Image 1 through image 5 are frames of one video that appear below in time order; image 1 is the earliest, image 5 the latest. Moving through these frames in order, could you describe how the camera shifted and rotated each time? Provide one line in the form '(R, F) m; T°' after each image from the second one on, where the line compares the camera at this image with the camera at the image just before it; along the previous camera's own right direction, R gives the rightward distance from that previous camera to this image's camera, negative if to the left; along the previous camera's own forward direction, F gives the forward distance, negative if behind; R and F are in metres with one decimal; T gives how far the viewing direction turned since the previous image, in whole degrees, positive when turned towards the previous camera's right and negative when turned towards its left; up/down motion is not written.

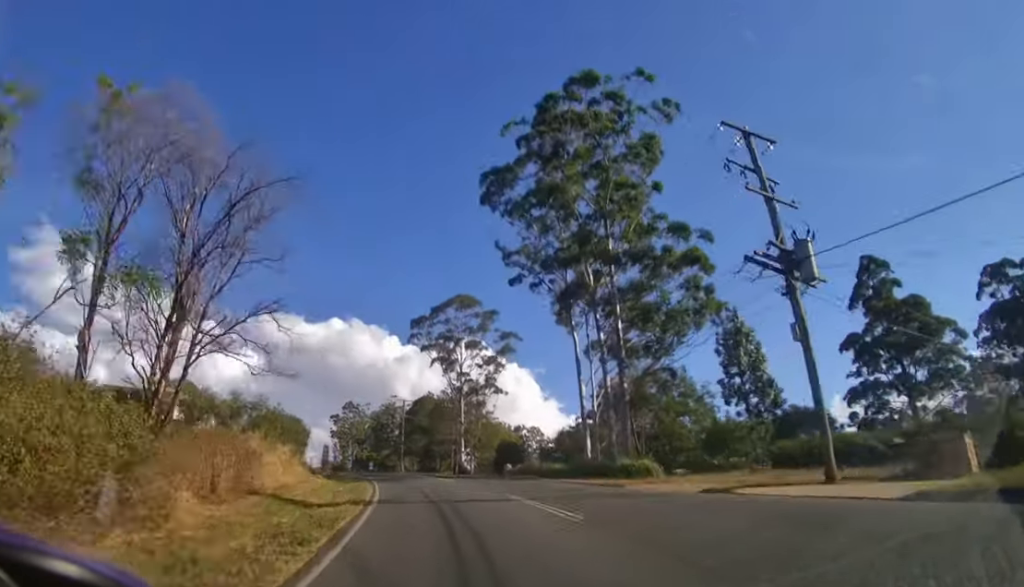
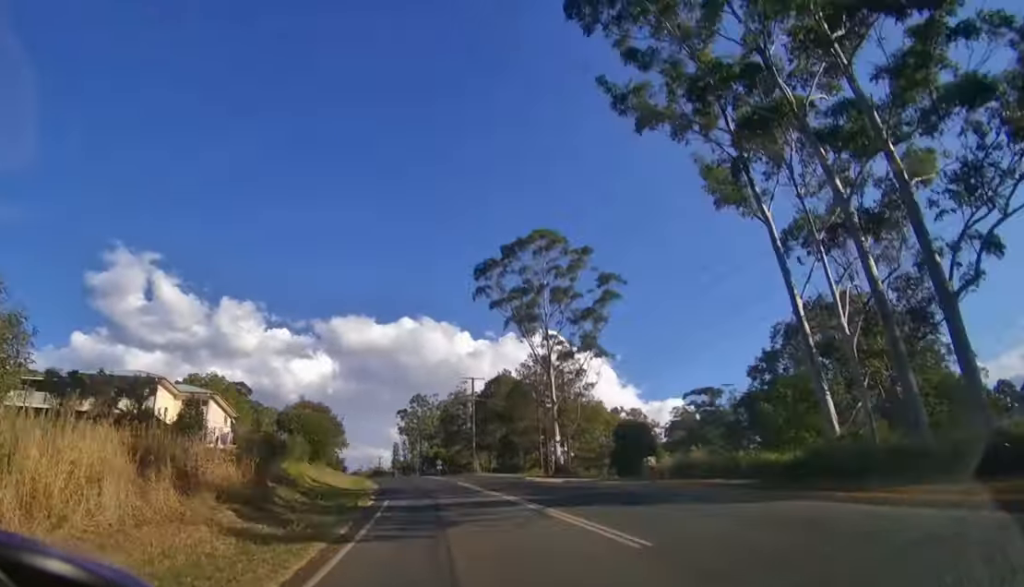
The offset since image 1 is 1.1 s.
(-1.0, +16.6) m; -8°
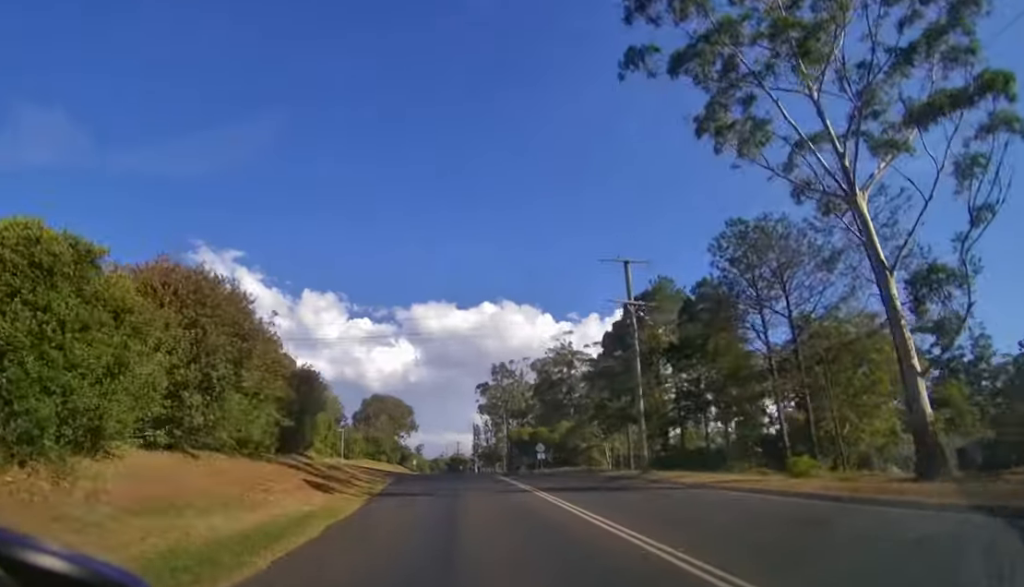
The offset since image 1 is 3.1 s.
(-3.5, +30.1) m; -11°
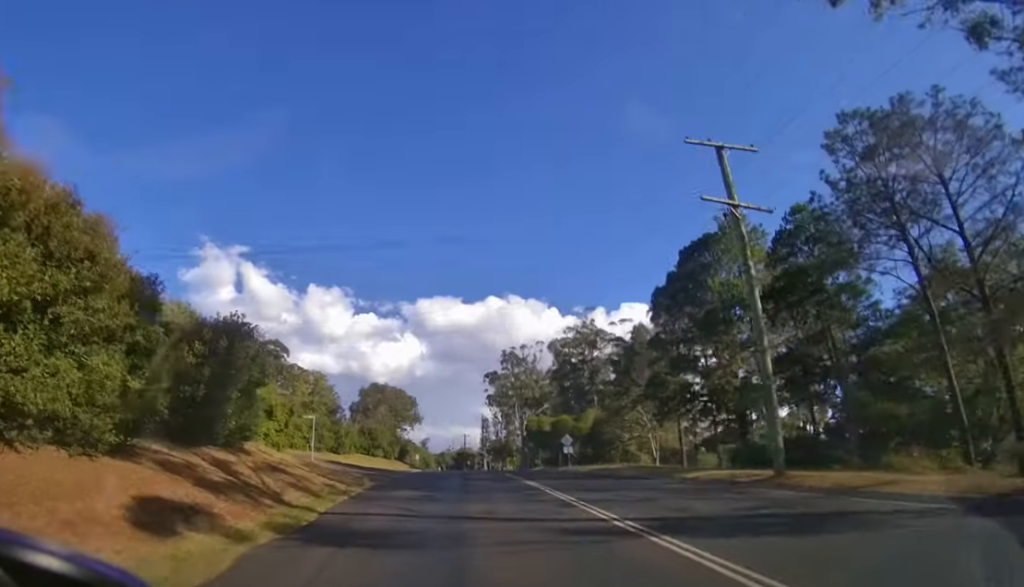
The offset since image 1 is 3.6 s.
(-0.2, +9.3) m; -2°
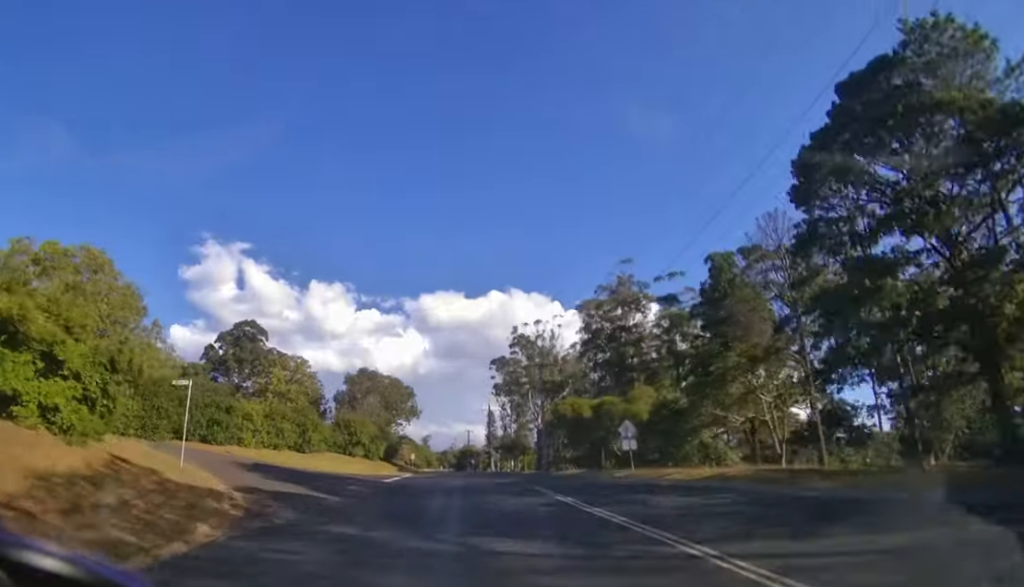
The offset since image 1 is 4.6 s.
(-0.3, +15.6) m; -2°
